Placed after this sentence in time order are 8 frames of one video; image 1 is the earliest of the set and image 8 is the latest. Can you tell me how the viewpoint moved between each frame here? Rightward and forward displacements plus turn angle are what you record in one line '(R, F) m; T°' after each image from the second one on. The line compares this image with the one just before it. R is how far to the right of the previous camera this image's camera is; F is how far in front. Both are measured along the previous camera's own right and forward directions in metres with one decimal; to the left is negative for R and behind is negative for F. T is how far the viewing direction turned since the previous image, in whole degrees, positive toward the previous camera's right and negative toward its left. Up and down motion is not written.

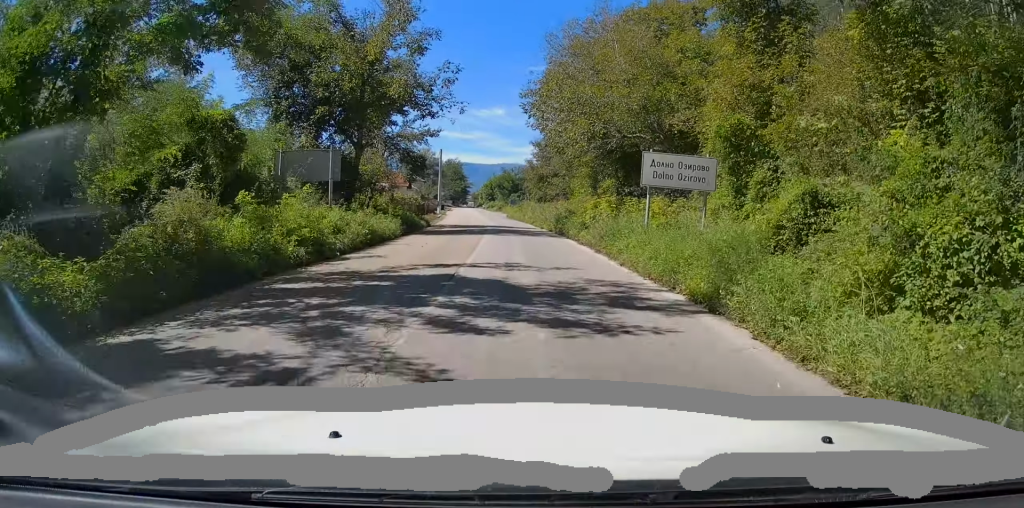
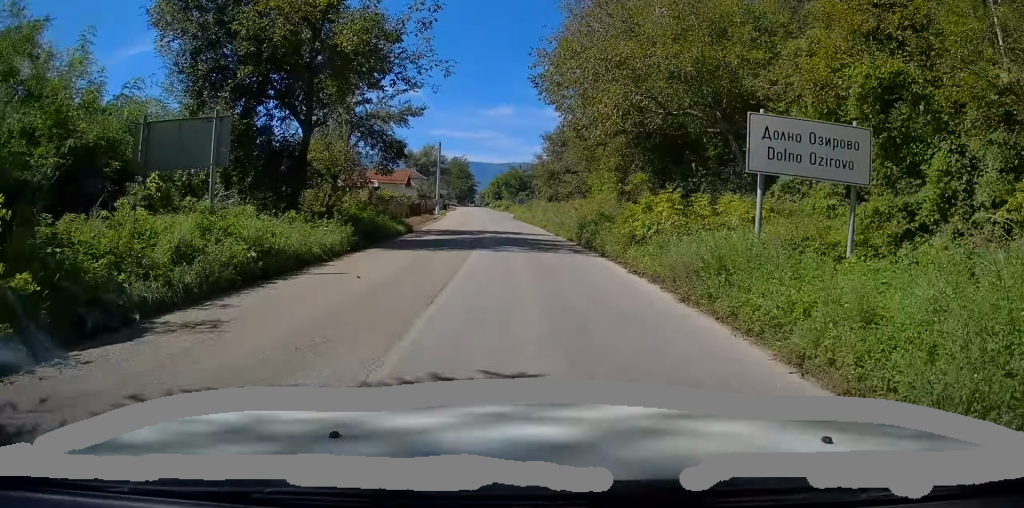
(-0.1, +7.7) m; -1°
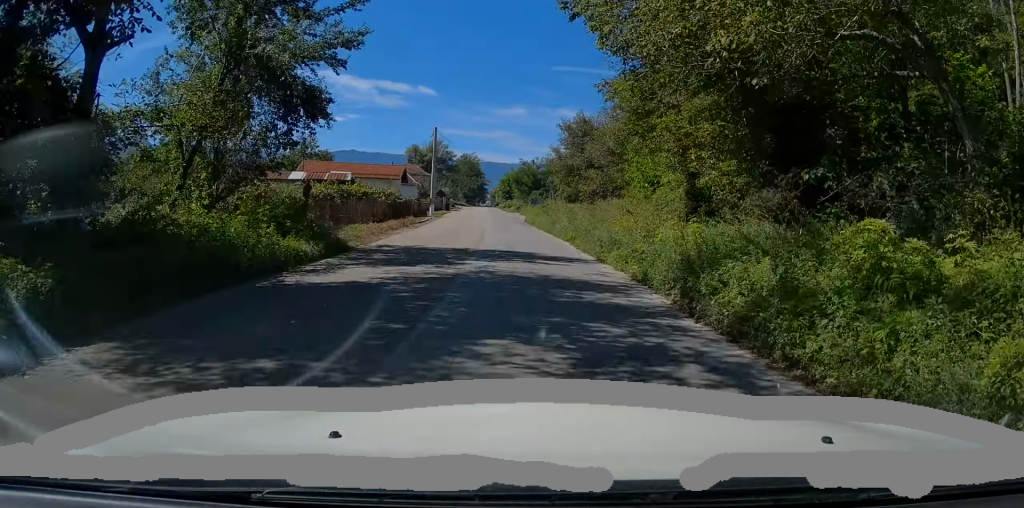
(-0.2, +11.5) m; -1°
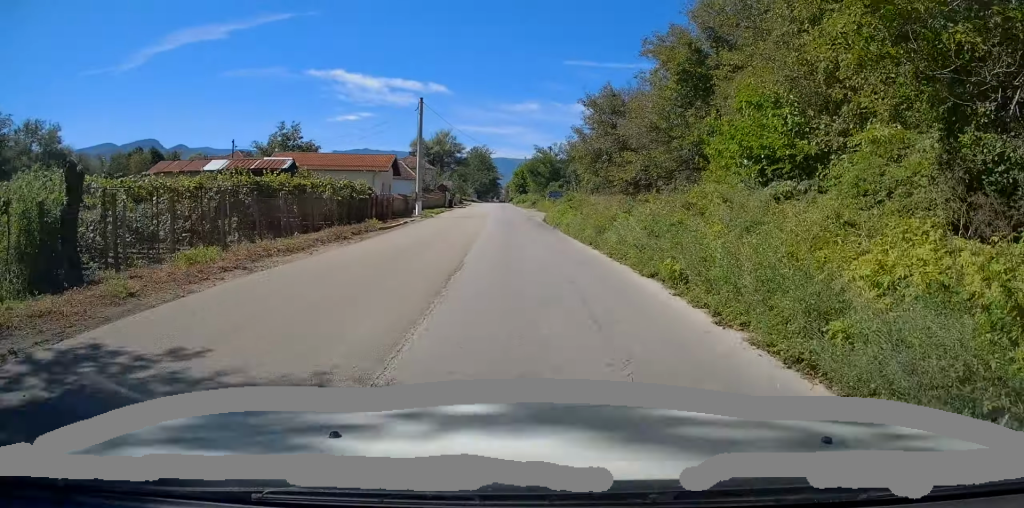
(+0.1, +12.8) m; -1°
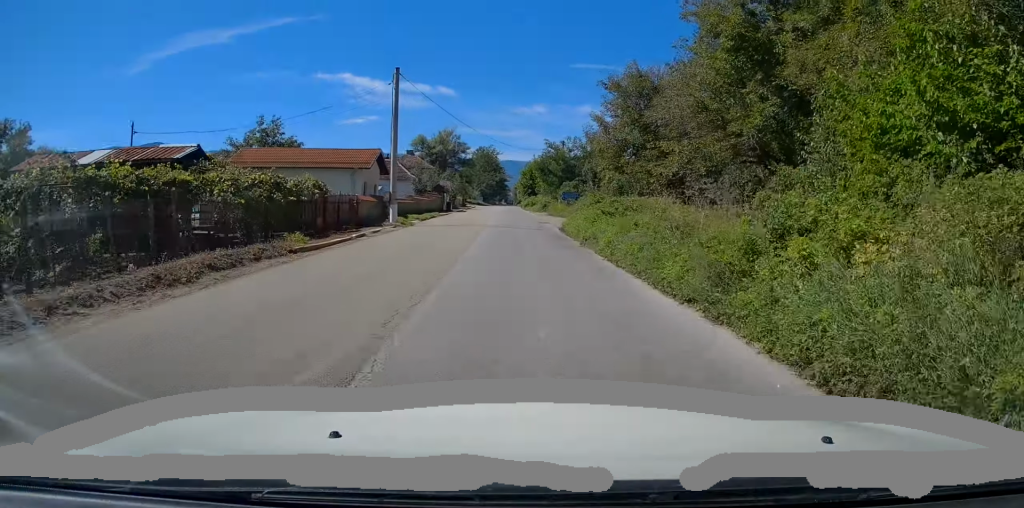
(-0.3, +9.6) m; -1°
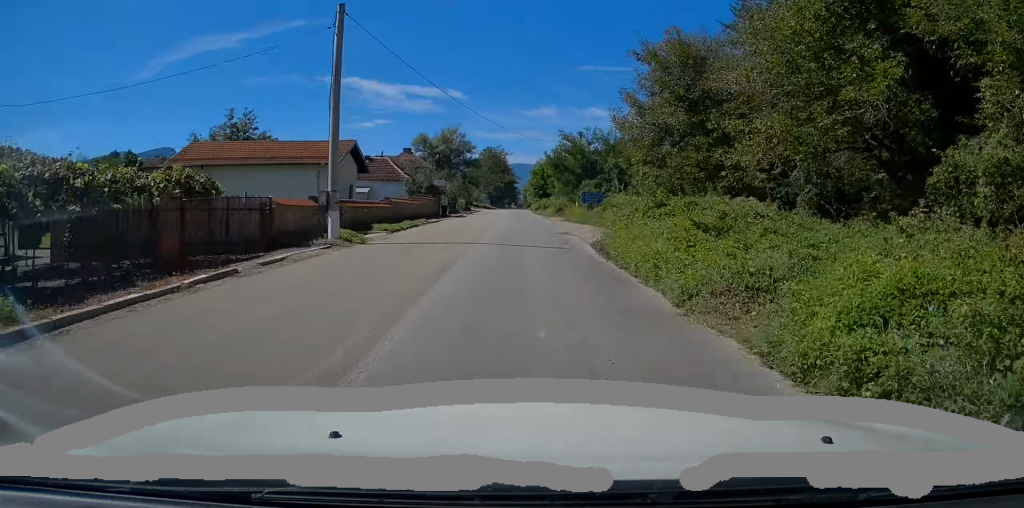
(-0.1, +10.5) m; 0°
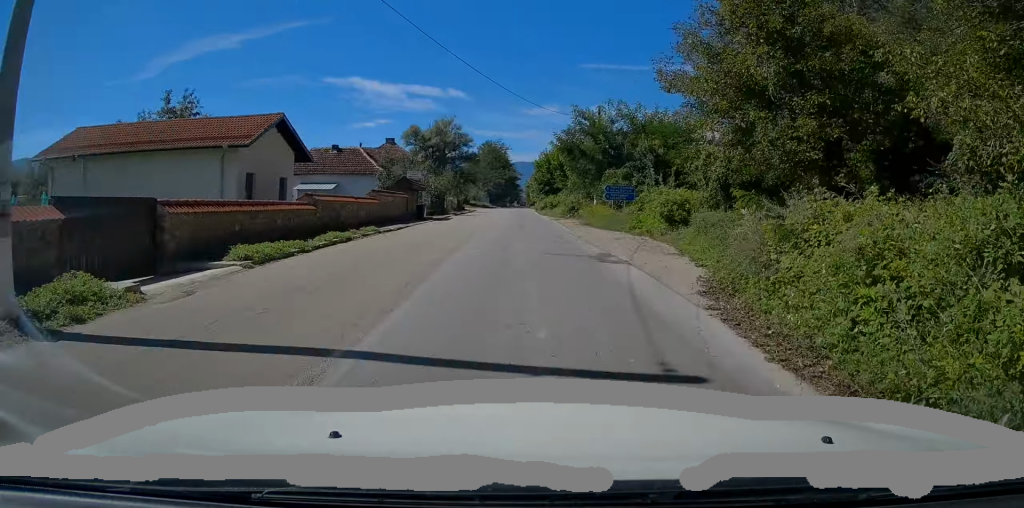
(0.0, +13.2) m; 0°
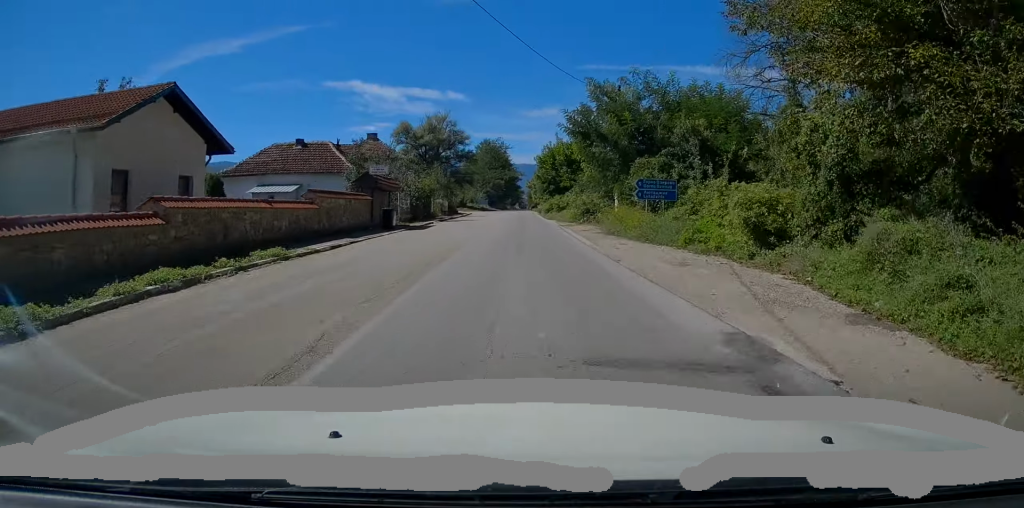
(+0.2, +9.8) m; 0°
